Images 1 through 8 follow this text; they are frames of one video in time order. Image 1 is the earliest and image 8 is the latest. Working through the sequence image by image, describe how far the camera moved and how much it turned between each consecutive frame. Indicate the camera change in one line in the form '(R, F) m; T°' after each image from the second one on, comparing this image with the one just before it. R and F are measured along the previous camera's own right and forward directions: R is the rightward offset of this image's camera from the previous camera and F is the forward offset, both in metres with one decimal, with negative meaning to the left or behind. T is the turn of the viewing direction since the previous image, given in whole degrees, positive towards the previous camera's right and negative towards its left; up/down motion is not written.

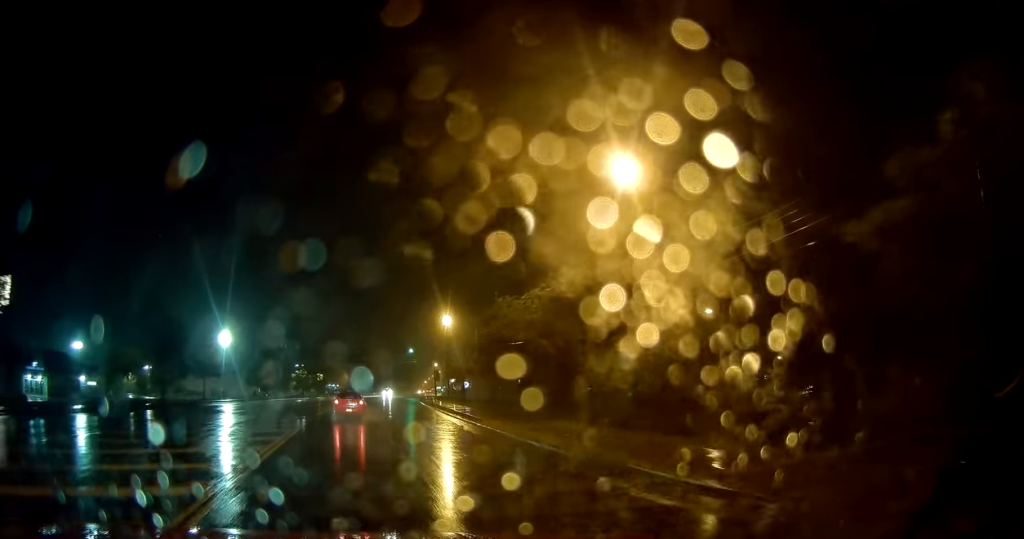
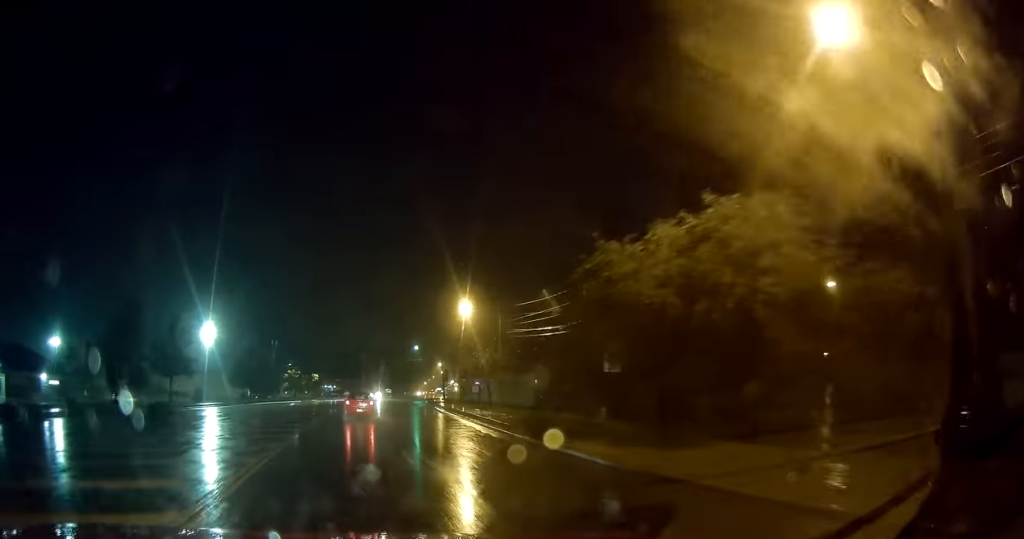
(-0.1, +12.0) m; +1°
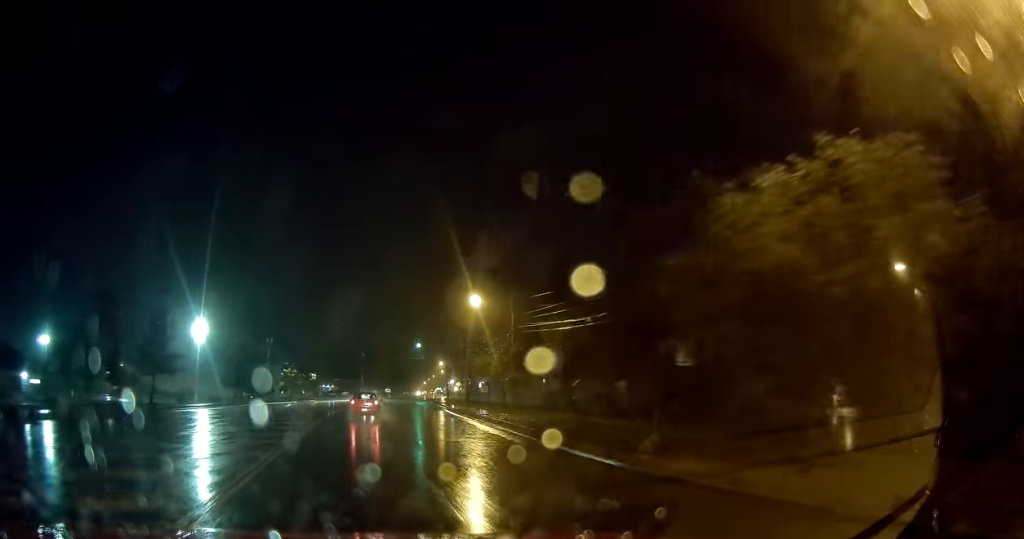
(+0.1, +5.1) m; +1°
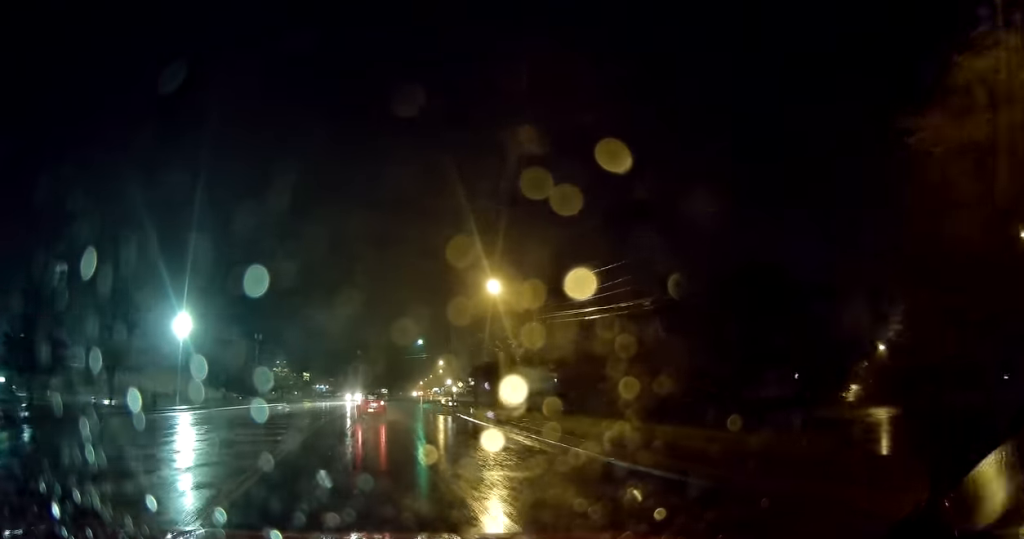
(+0.1, +8.1) m; +1°
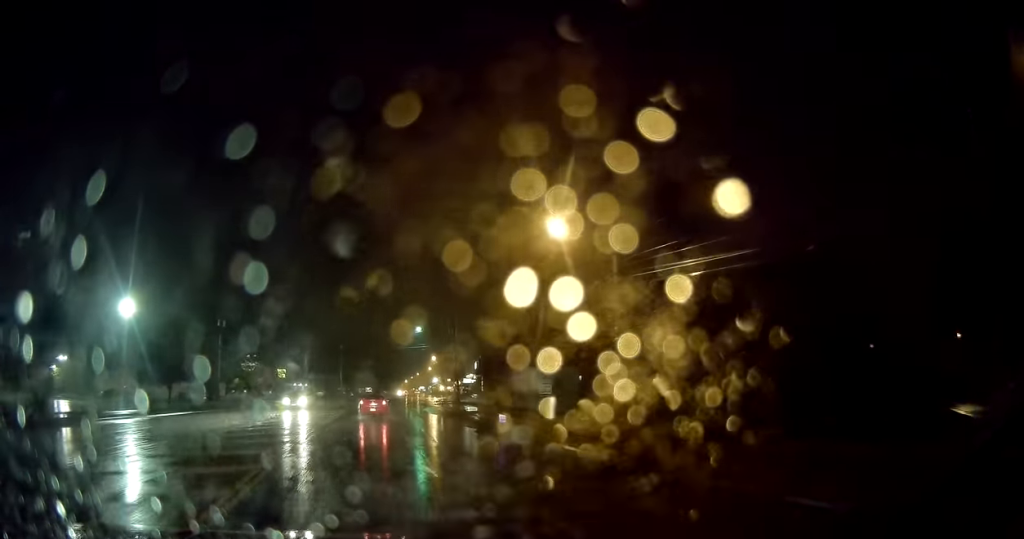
(+0.2, +17.0) m; +1°
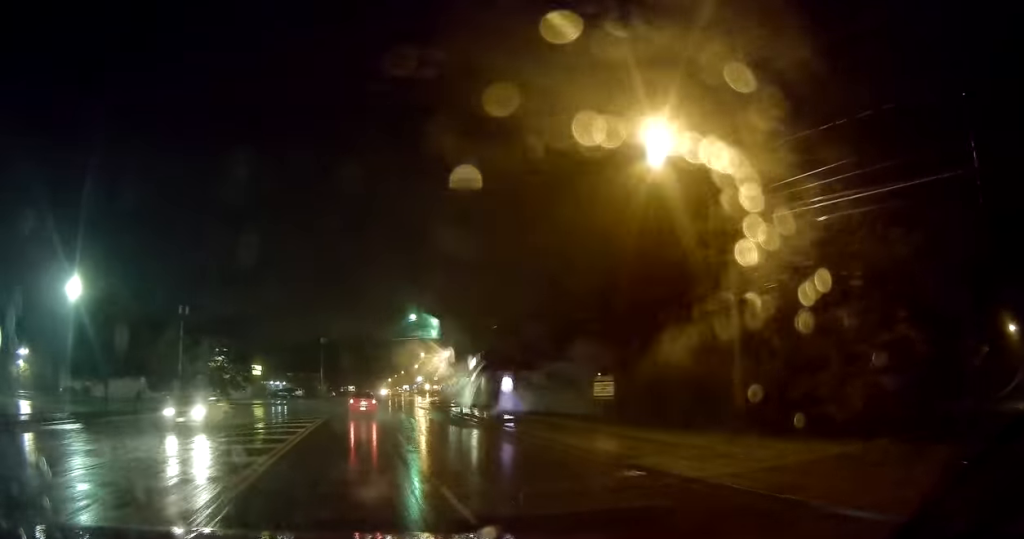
(+0.1, +11.5) m; +2°
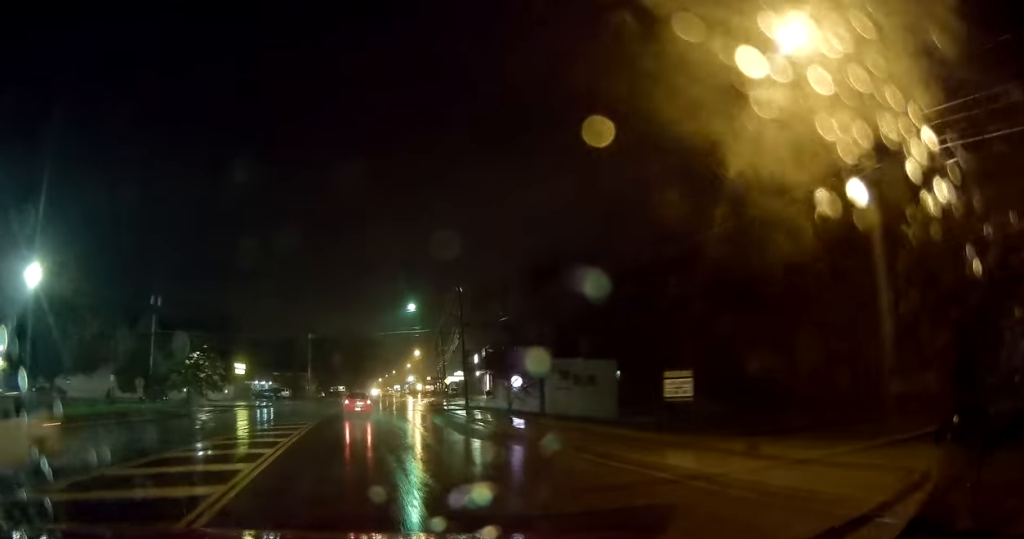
(+0.1, +7.5) m; +1°
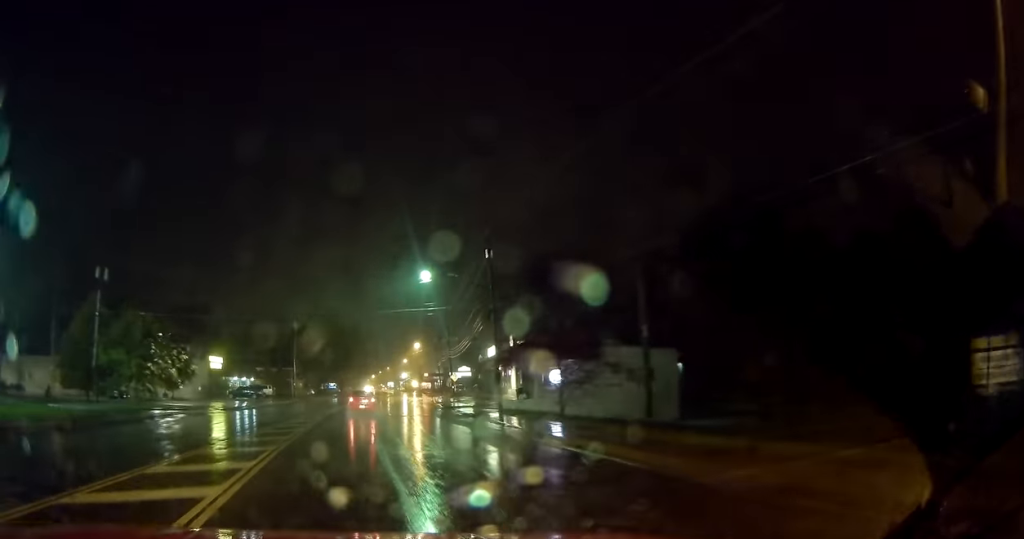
(+0.2, +13.3) m; +1°
